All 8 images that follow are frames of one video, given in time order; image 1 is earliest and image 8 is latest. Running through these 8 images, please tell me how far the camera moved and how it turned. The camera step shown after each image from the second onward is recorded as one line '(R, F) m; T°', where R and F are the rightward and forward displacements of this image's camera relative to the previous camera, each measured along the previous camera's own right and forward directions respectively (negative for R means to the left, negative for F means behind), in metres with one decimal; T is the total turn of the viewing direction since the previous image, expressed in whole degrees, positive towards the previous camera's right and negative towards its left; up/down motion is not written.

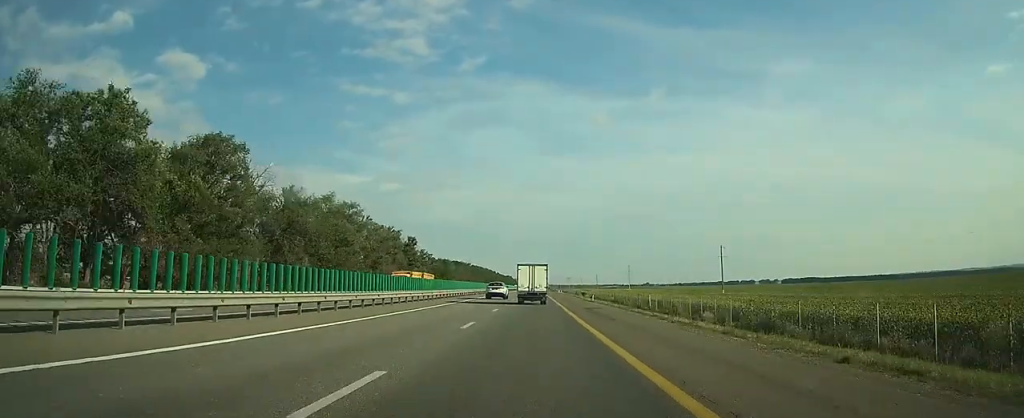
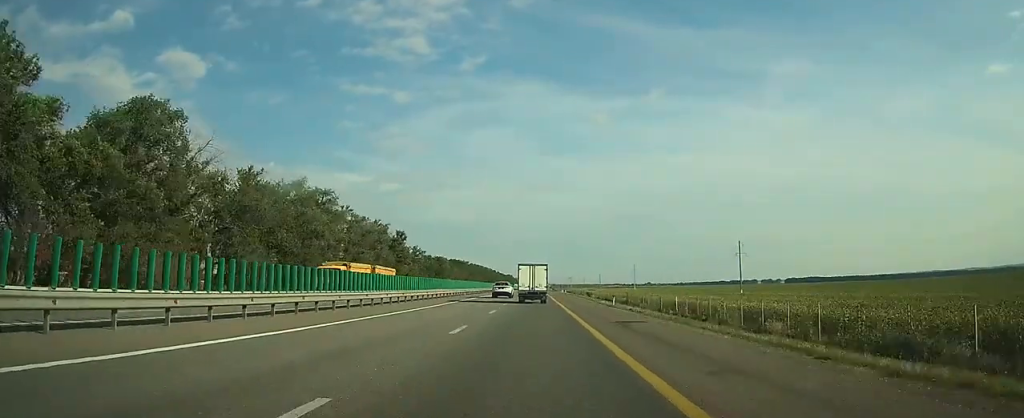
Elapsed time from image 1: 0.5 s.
(0.0, +14.1) m; 0°
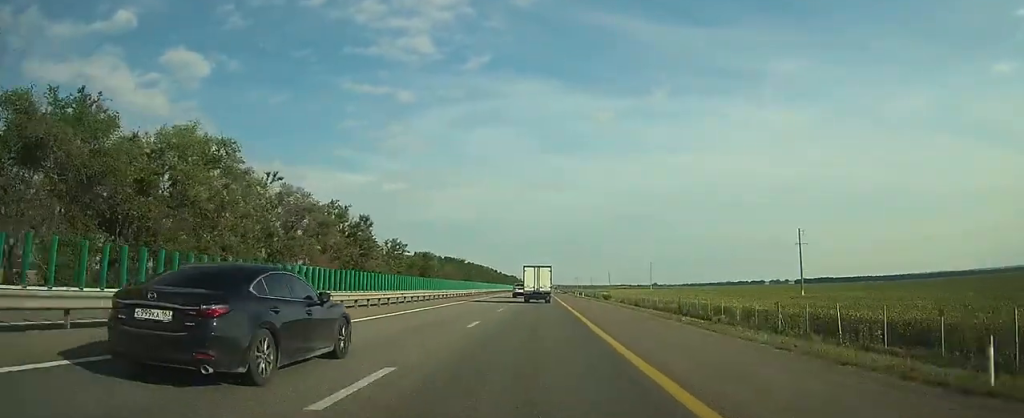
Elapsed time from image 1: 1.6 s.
(0.0, +33.4) m; 0°
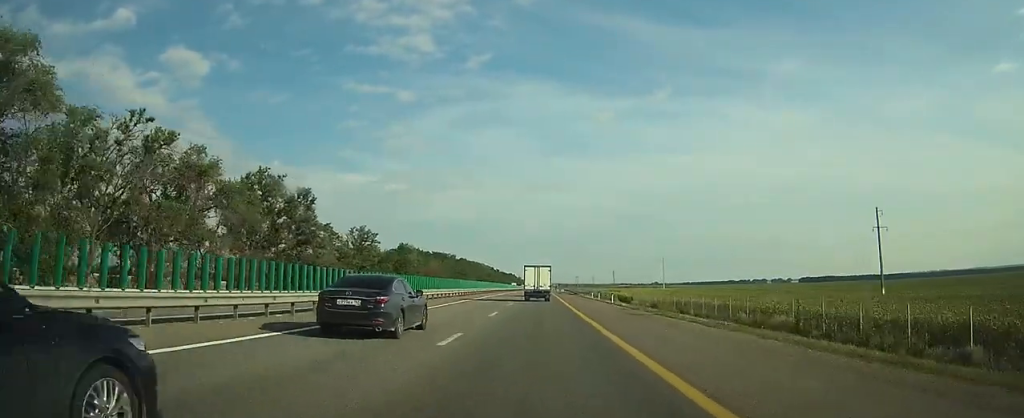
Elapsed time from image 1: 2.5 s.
(-0.1, +29.3) m; 0°
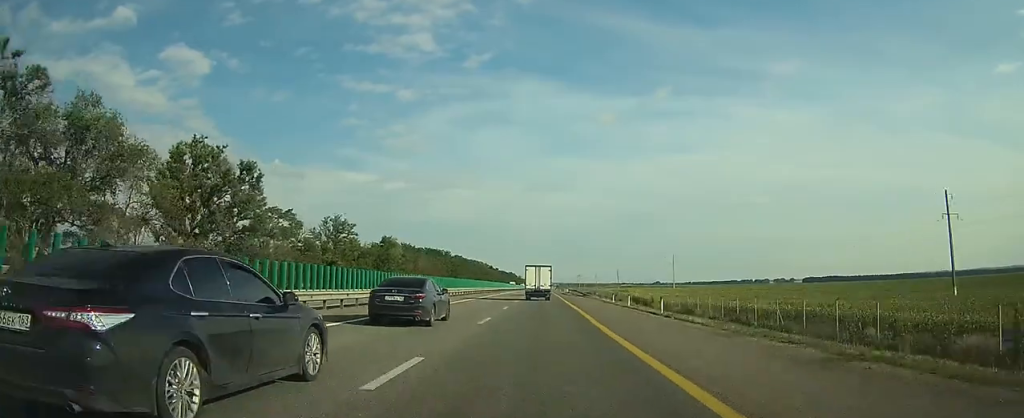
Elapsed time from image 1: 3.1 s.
(0.0, +17.2) m; 0°
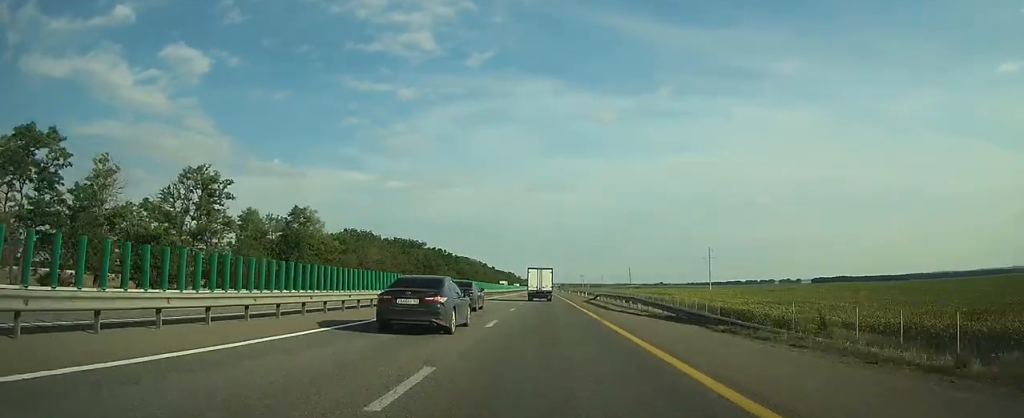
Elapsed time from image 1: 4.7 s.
(-0.1, +48.8) m; 0°
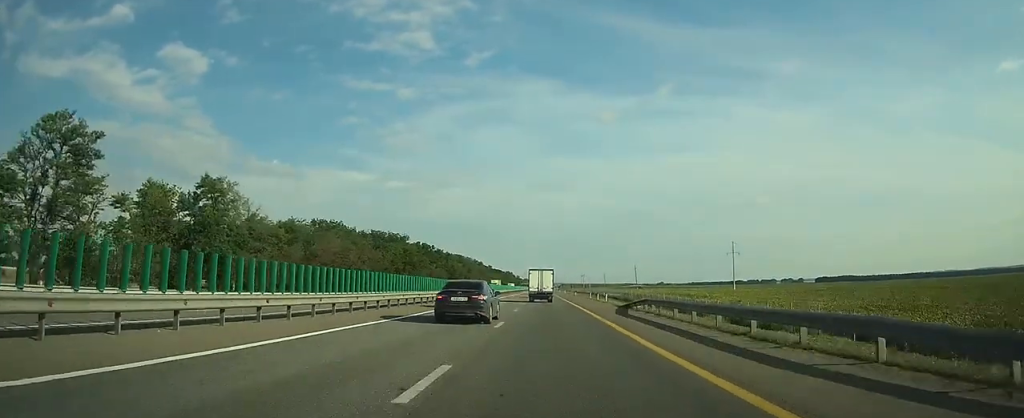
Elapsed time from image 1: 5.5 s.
(0.0, +23.5) m; 0°
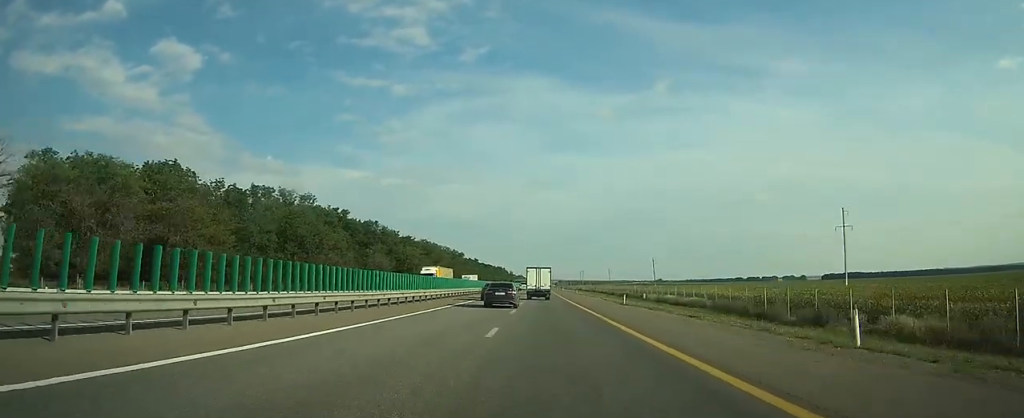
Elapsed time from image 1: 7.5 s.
(-0.2, +63.5) m; 0°
